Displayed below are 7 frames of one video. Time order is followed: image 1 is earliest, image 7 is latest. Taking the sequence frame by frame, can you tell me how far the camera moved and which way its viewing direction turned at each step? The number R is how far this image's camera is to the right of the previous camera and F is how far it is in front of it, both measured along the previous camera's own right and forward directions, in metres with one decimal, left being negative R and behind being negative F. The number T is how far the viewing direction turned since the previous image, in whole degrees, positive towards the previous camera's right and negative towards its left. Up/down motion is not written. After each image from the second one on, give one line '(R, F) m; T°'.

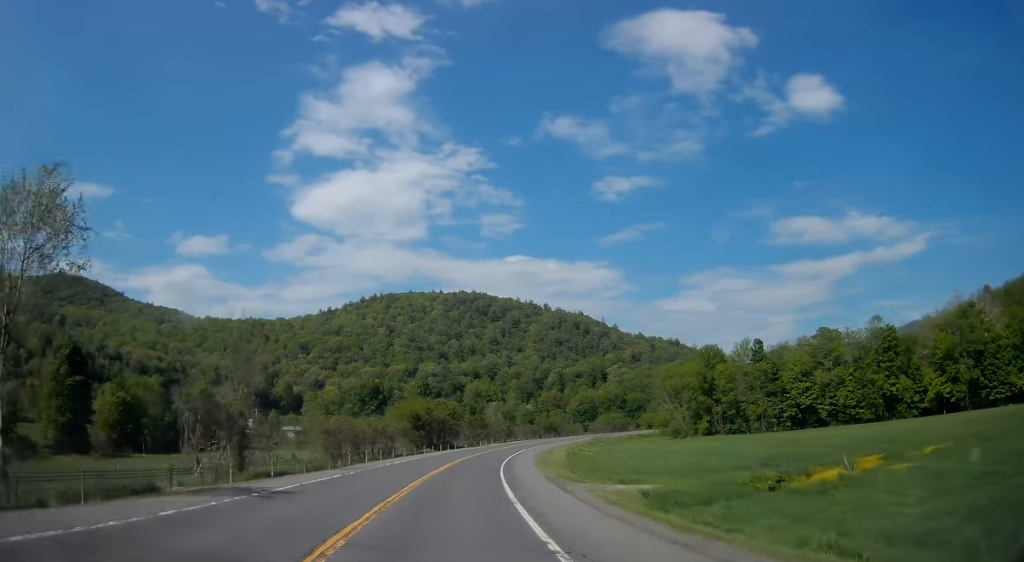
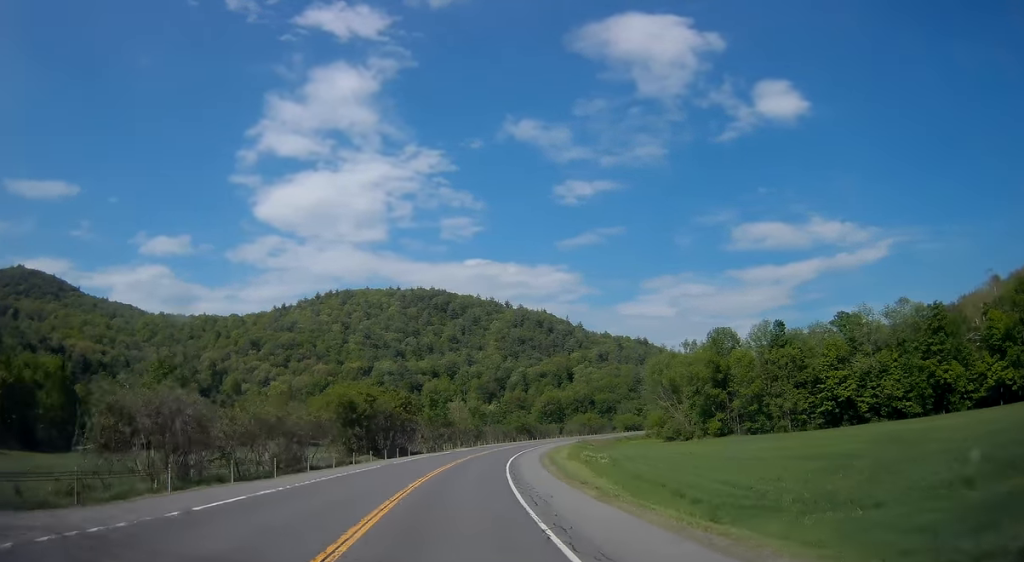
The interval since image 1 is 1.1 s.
(+1.4, +29.0) m; +5°
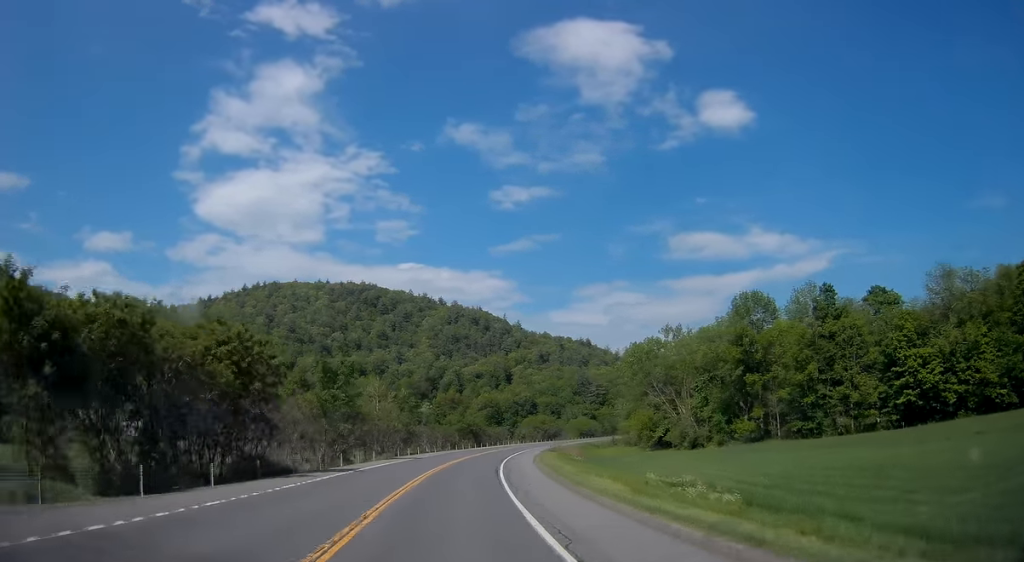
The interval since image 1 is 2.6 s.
(+1.8, +39.5) m; +6°
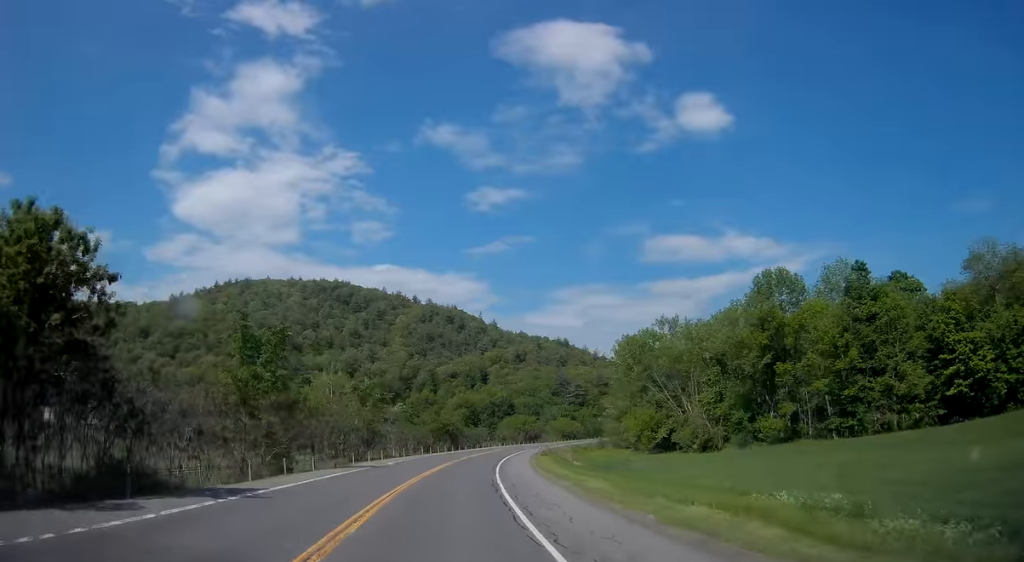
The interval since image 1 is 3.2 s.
(+0.1, +14.9) m; +3°
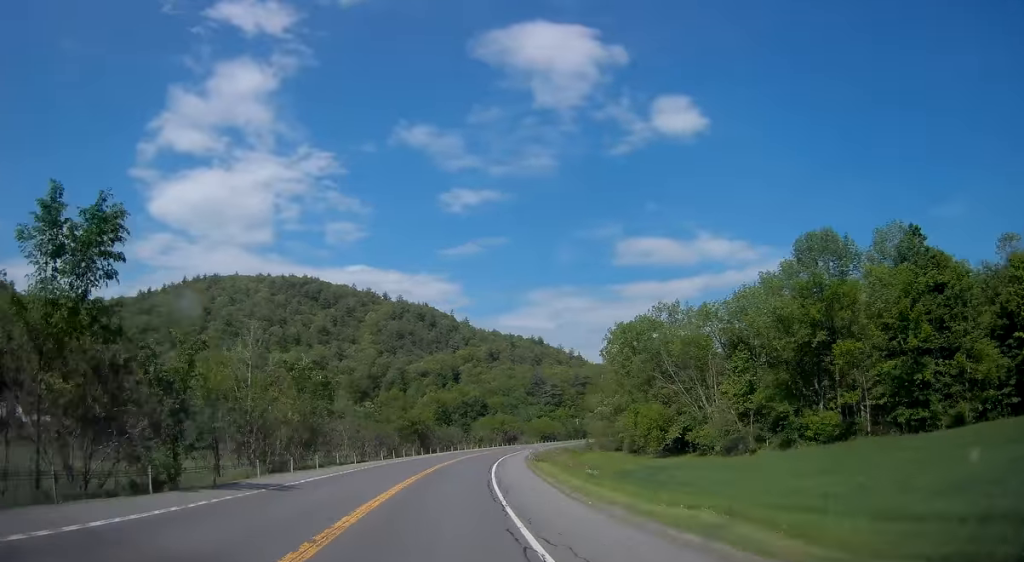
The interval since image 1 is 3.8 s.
(+0.7, +17.5) m; +3°
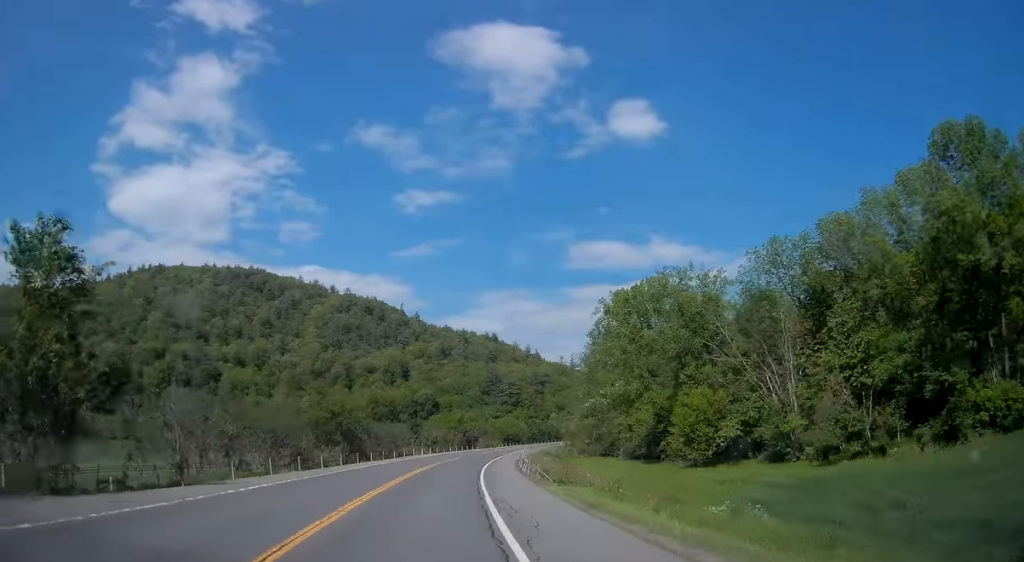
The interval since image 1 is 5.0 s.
(+1.1, +30.6) m; +5°
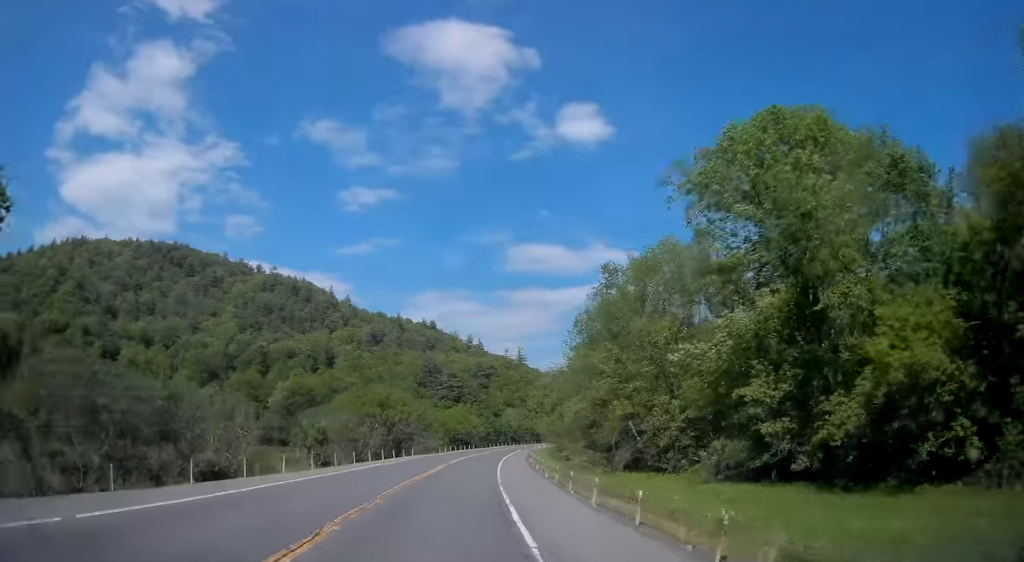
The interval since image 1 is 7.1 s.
(+3.7, +53.3) m; +7°
